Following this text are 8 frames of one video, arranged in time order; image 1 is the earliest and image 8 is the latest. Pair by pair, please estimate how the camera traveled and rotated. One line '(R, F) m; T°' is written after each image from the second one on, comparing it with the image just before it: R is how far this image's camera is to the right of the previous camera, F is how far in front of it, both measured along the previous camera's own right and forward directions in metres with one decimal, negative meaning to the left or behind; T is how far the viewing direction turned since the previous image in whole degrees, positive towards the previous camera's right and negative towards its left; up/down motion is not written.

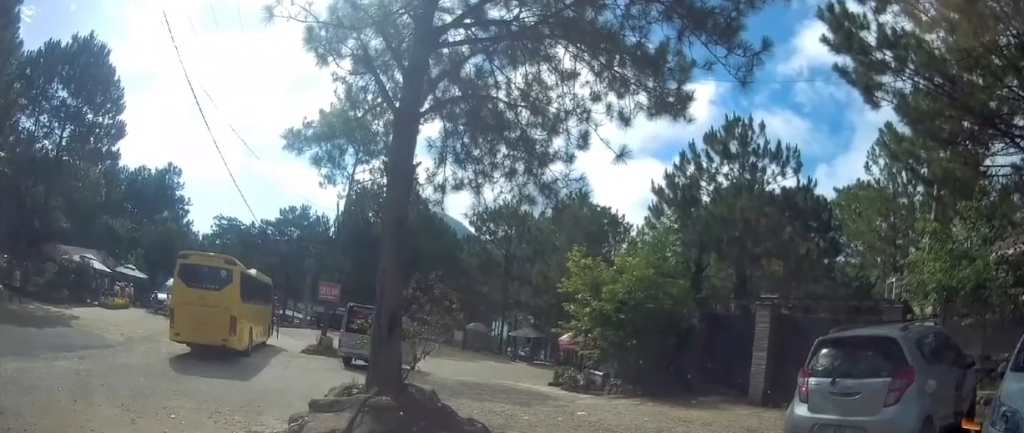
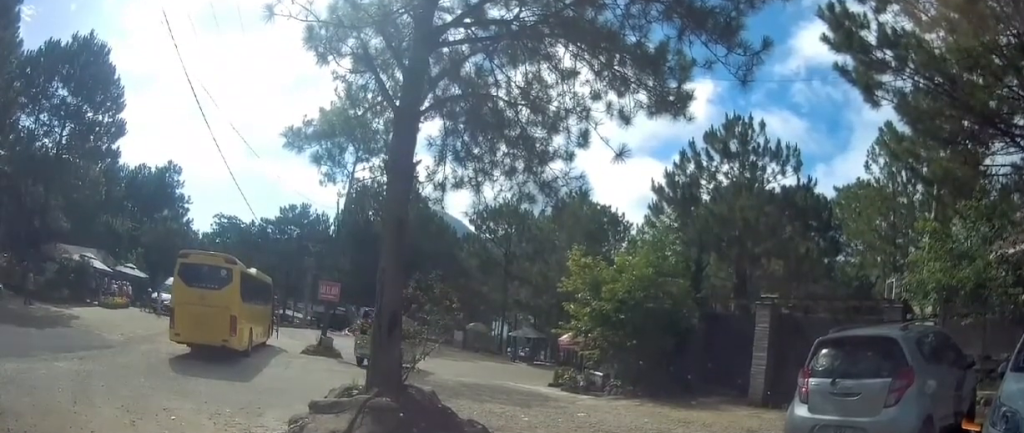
(0.0, 0.0) m; 0°
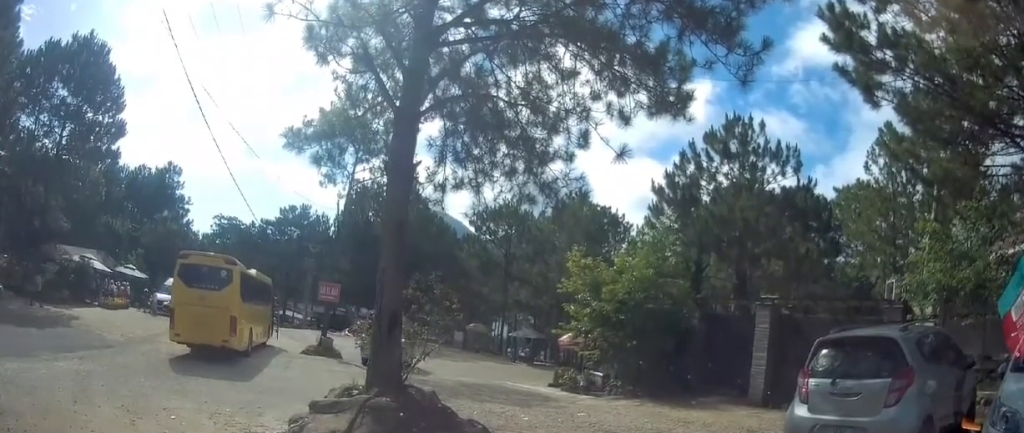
(0.0, 0.0) m; 0°
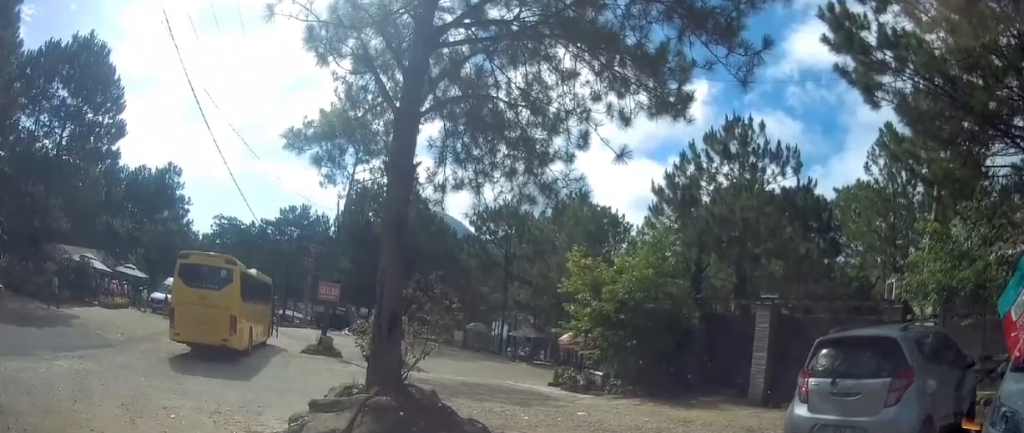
(0.0, 0.0) m; 0°
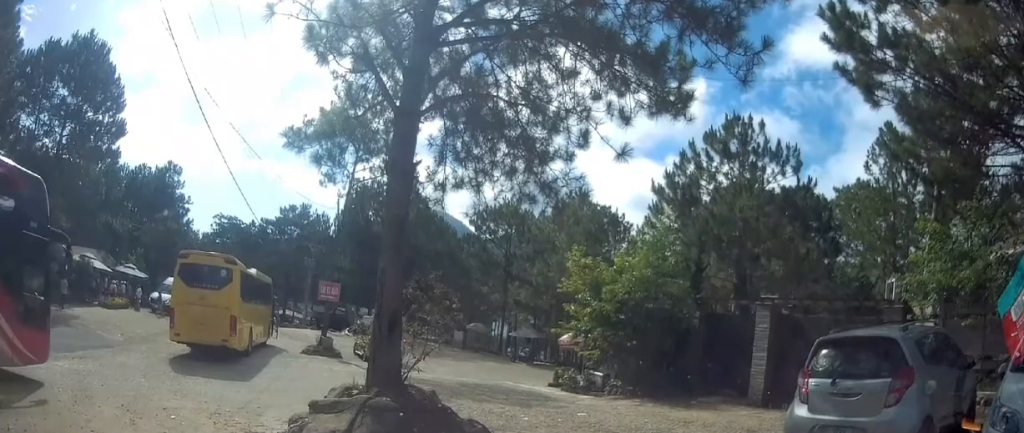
(0.0, 0.0) m; 0°
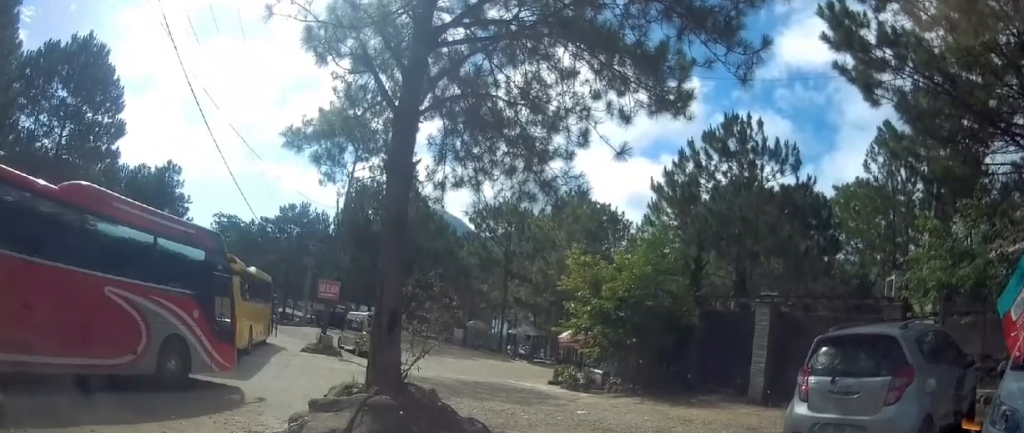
(0.0, 0.0) m; 0°
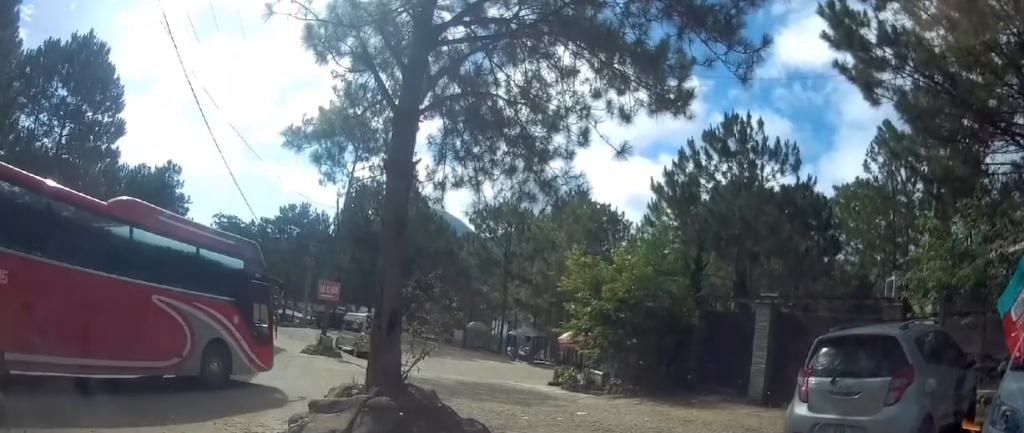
(0.0, 0.0) m; 0°
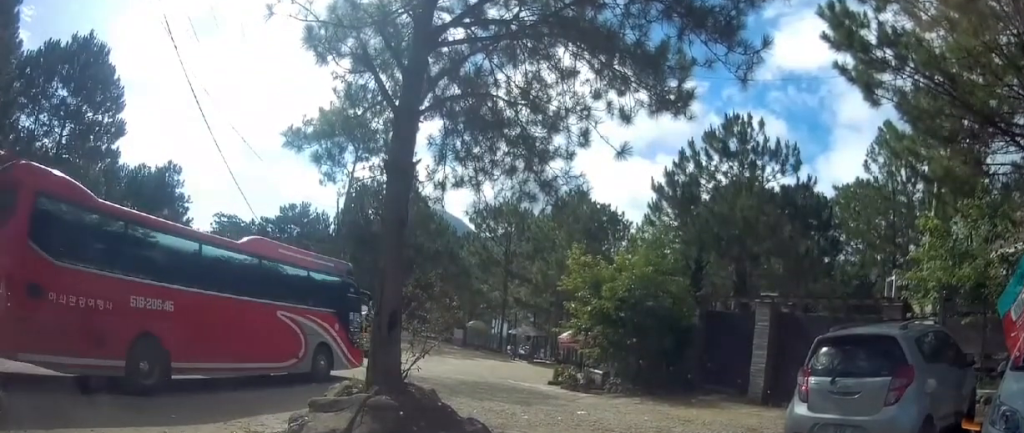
(0.0, 0.0) m; 0°
